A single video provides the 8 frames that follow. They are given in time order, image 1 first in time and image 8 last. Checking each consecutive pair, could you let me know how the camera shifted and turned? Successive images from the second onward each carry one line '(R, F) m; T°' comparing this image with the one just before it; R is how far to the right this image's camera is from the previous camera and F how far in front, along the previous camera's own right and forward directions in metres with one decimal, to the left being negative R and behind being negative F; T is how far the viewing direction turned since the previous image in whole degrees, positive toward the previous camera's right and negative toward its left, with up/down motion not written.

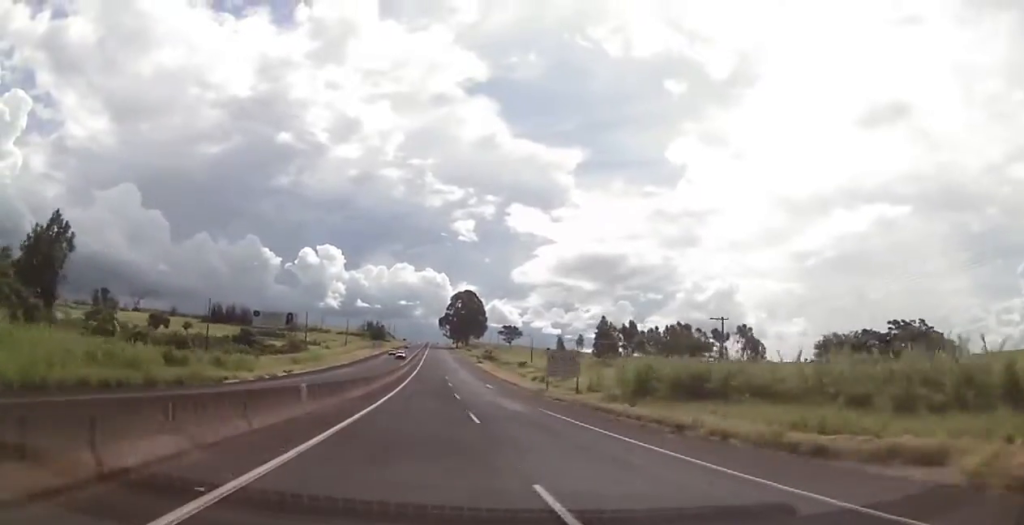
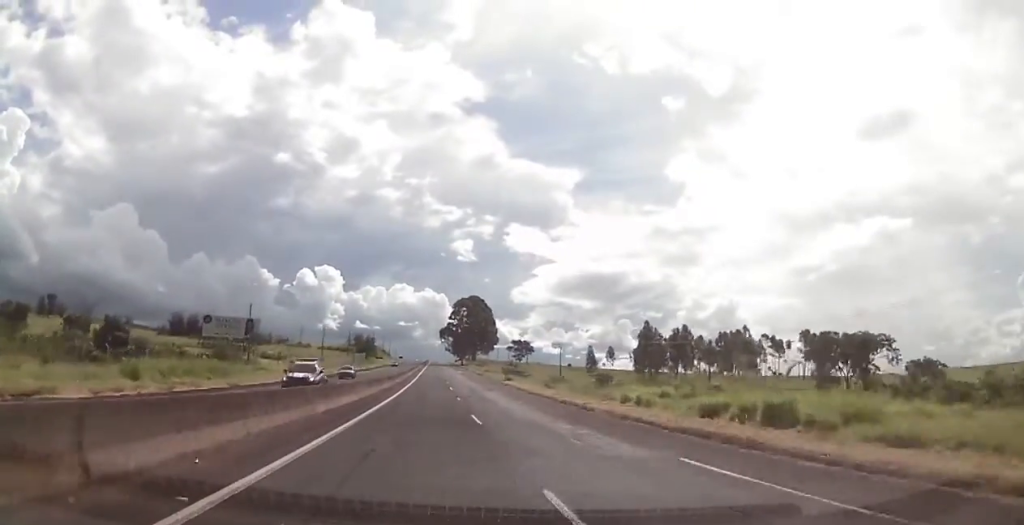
(+0.6, +48.4) m; +1°
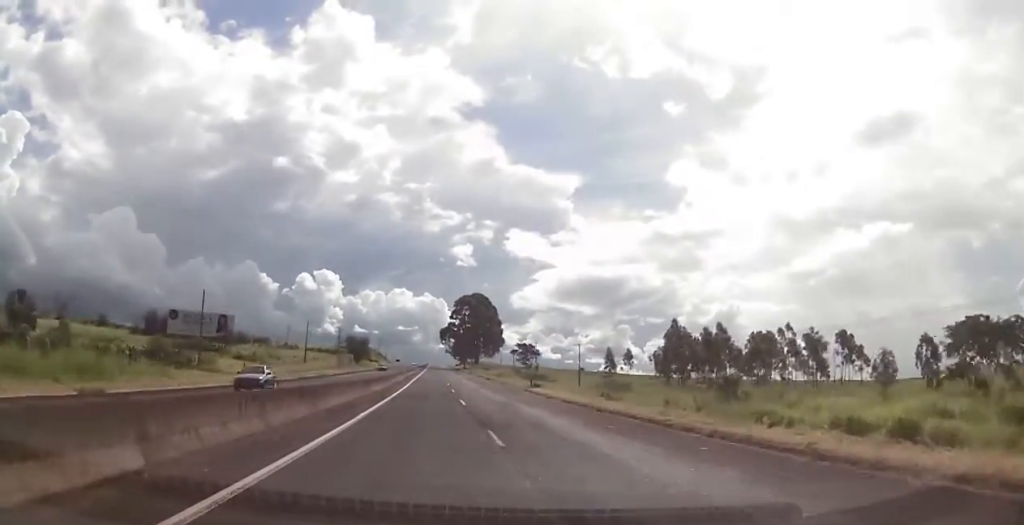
(-0.2, +22.6) m; -1°
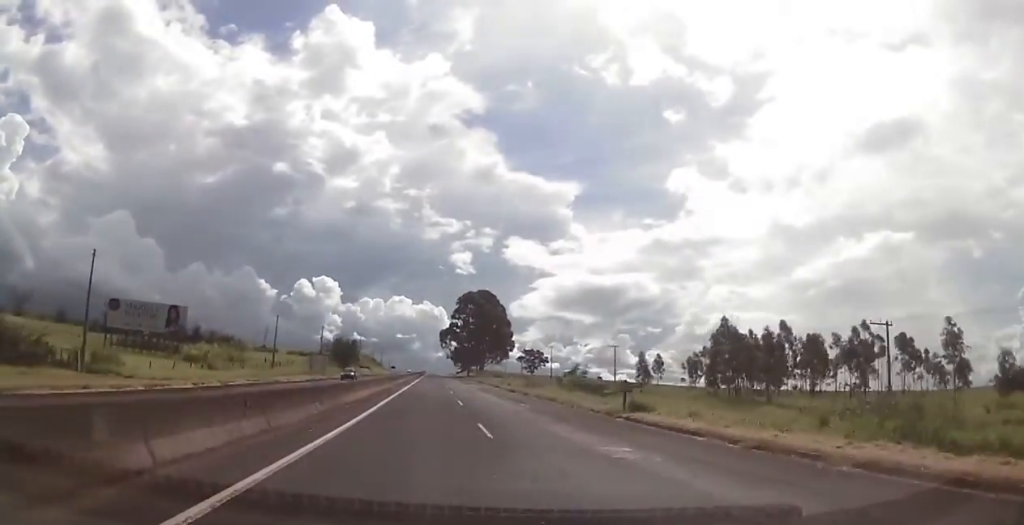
(-0.2, +30.1) m; 0°
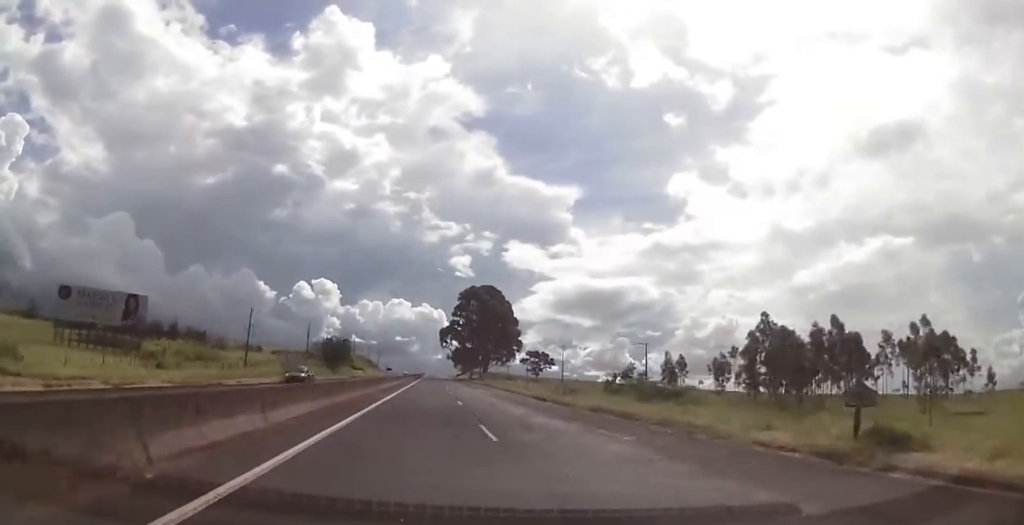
(0.0, +18.1) m; 0°
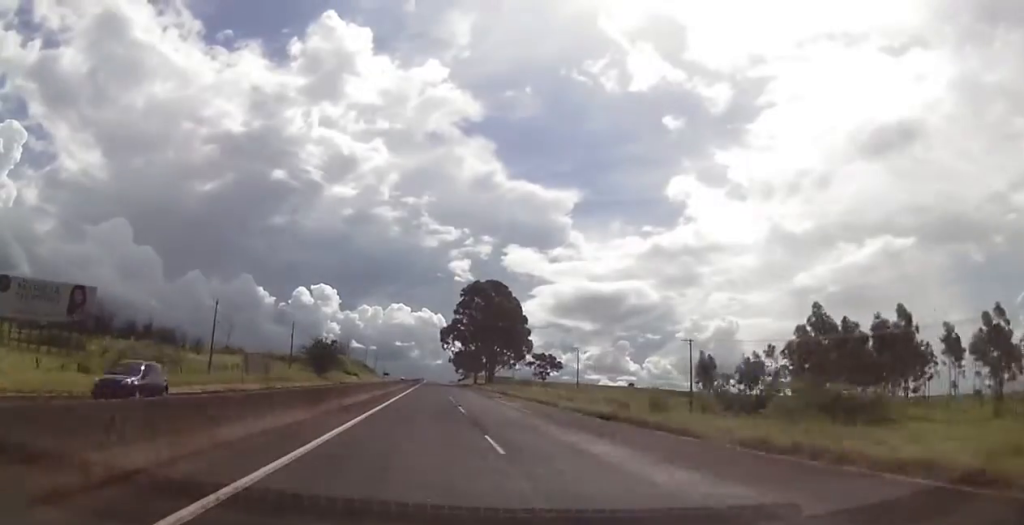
(0.0, +18.0) m; 0°
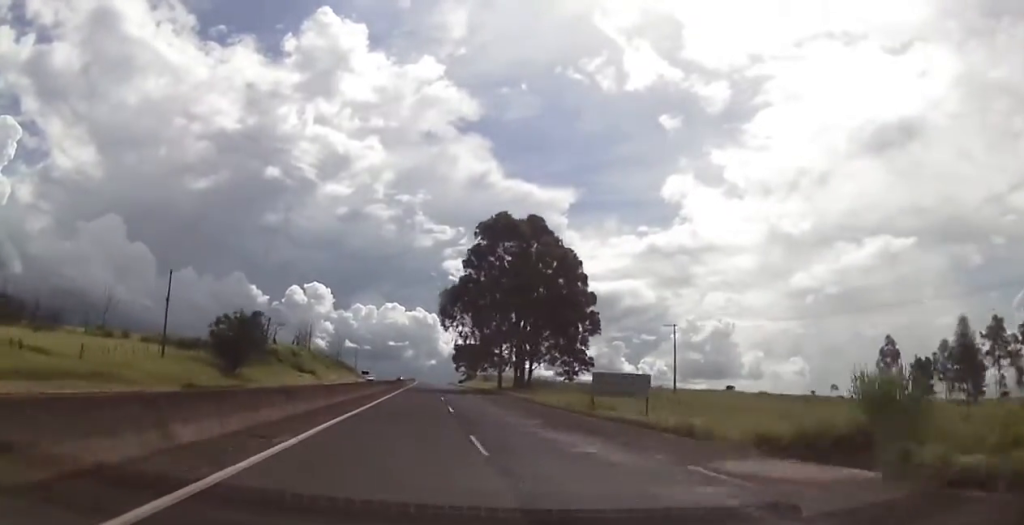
(+0.3, +66.6) m; 0°
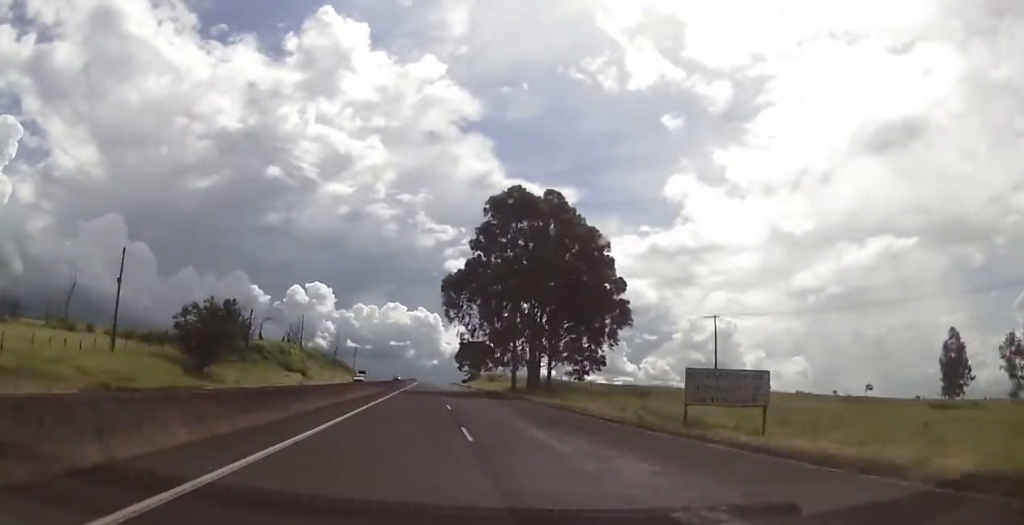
(0.0, +13.3) m; 0°
